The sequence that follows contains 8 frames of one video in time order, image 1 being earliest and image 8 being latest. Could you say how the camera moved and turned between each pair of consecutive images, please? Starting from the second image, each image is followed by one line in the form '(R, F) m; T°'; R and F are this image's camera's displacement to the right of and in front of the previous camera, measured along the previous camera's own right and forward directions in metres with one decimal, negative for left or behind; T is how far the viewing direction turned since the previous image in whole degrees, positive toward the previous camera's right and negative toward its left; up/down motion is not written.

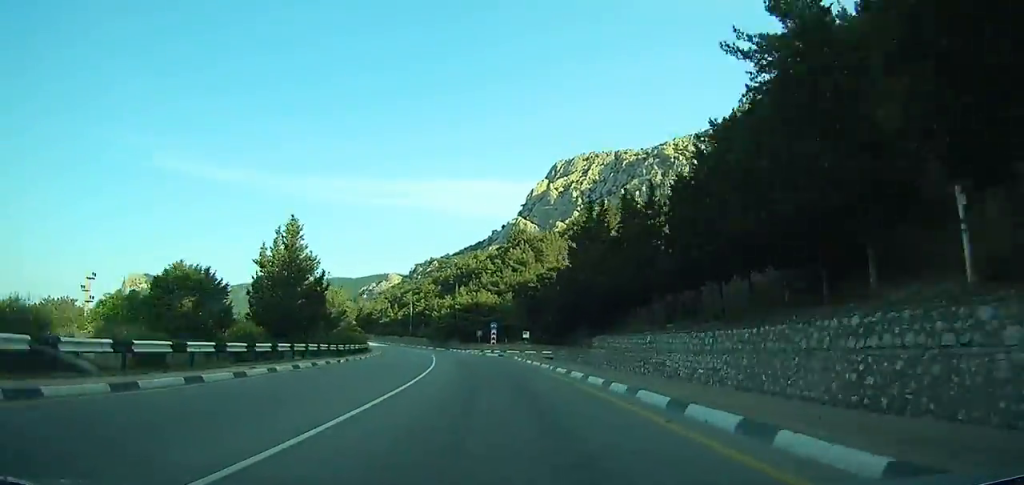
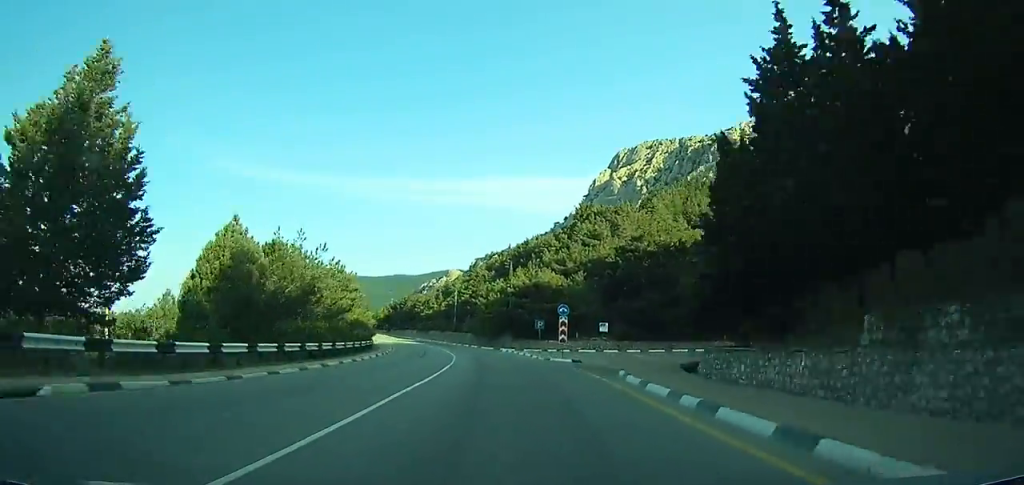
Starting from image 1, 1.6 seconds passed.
(0.0, +29.1) m; -7°
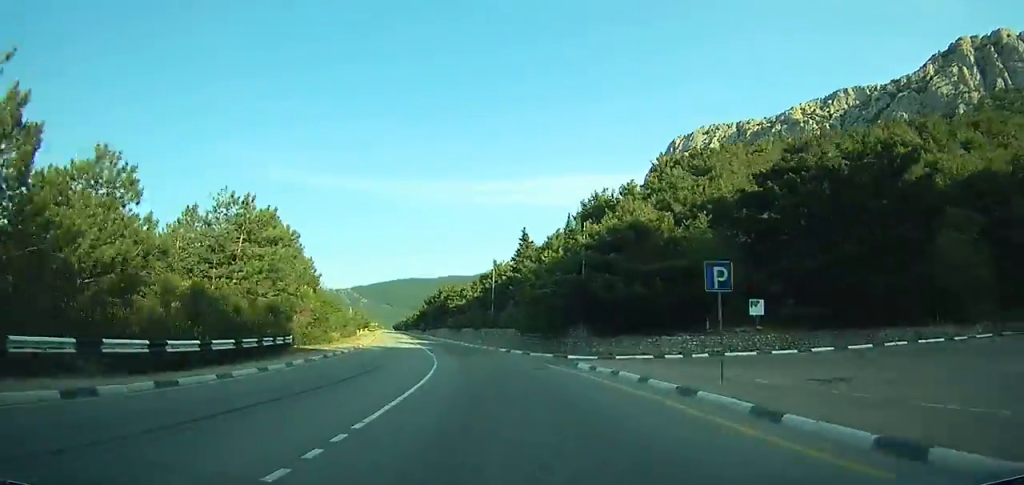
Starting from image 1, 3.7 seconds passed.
(-4.4, +40.8) m; -10°
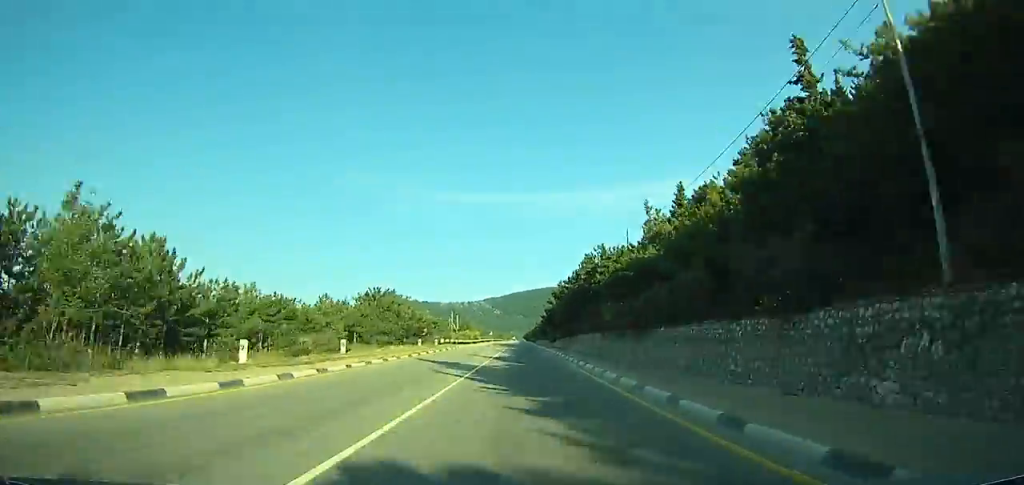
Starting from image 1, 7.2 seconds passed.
(-9.4, +69.1) m; -8°
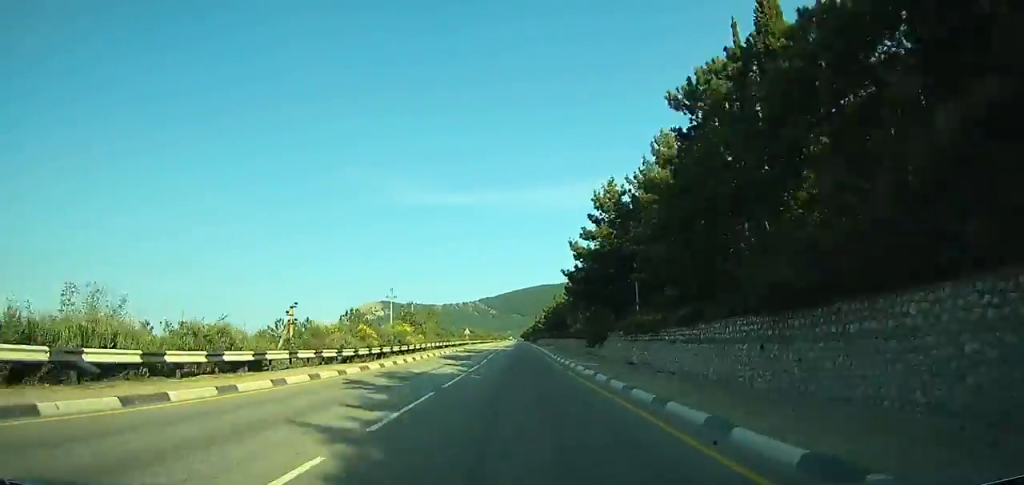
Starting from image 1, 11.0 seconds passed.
(+4.5, +62.6) m; +12°
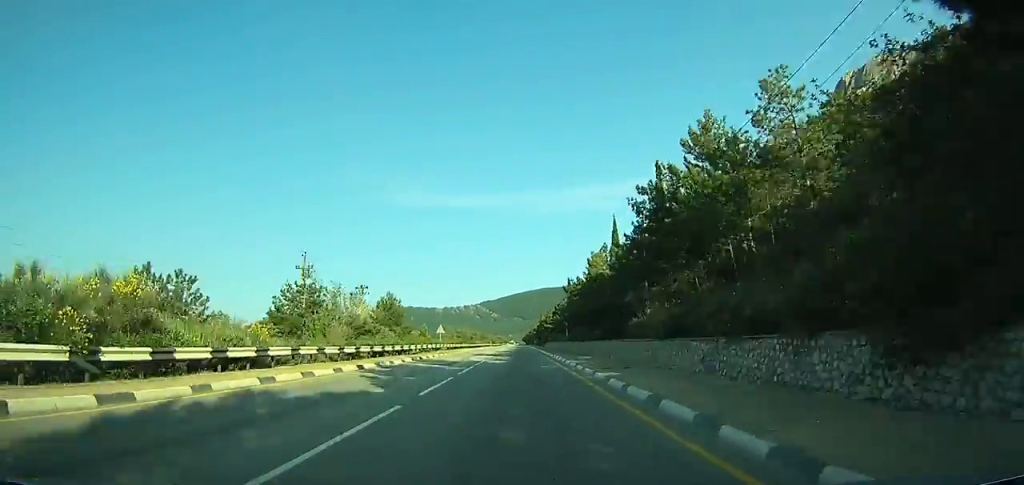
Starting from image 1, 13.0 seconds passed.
(+4.4, +29.7) m; 0°
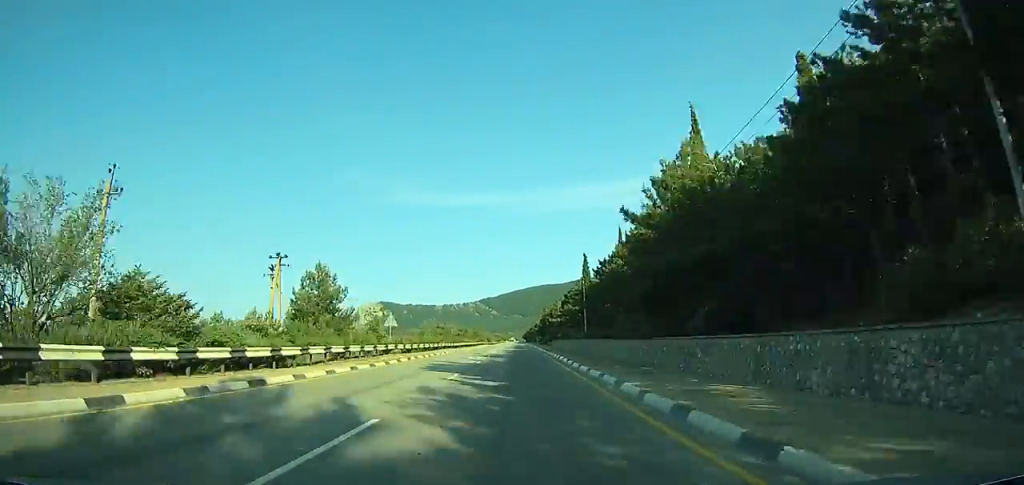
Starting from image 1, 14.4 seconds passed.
(-0.3, +21.4) m; -2°
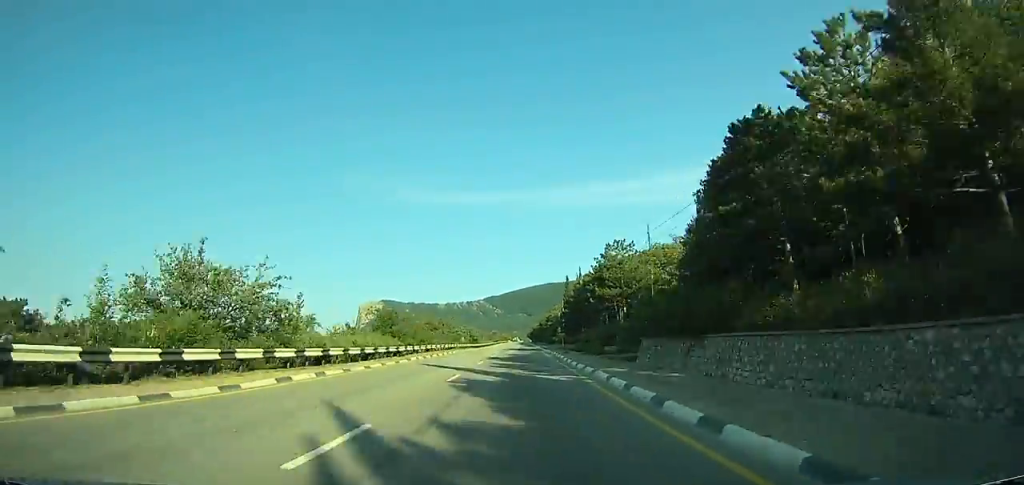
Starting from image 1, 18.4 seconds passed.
(-7.0, +64.5) m; -6°
